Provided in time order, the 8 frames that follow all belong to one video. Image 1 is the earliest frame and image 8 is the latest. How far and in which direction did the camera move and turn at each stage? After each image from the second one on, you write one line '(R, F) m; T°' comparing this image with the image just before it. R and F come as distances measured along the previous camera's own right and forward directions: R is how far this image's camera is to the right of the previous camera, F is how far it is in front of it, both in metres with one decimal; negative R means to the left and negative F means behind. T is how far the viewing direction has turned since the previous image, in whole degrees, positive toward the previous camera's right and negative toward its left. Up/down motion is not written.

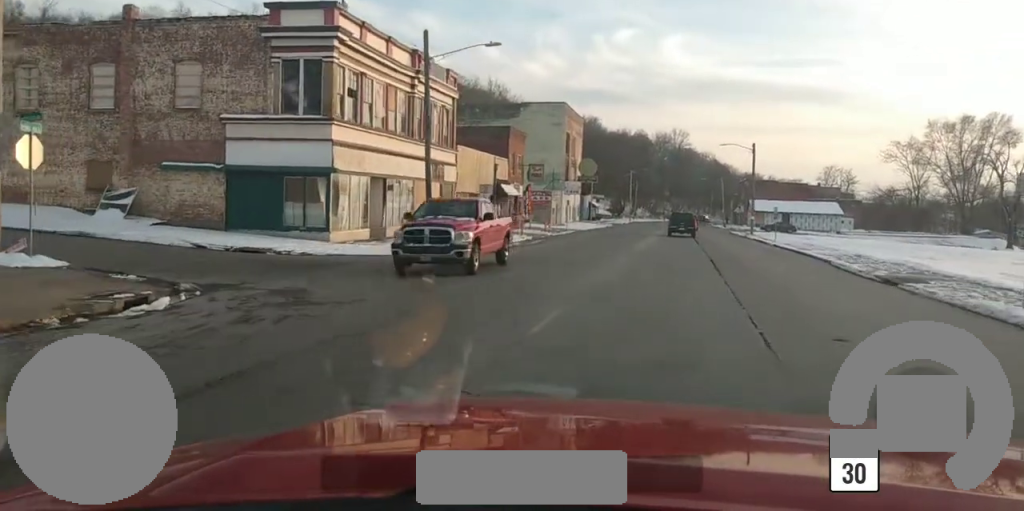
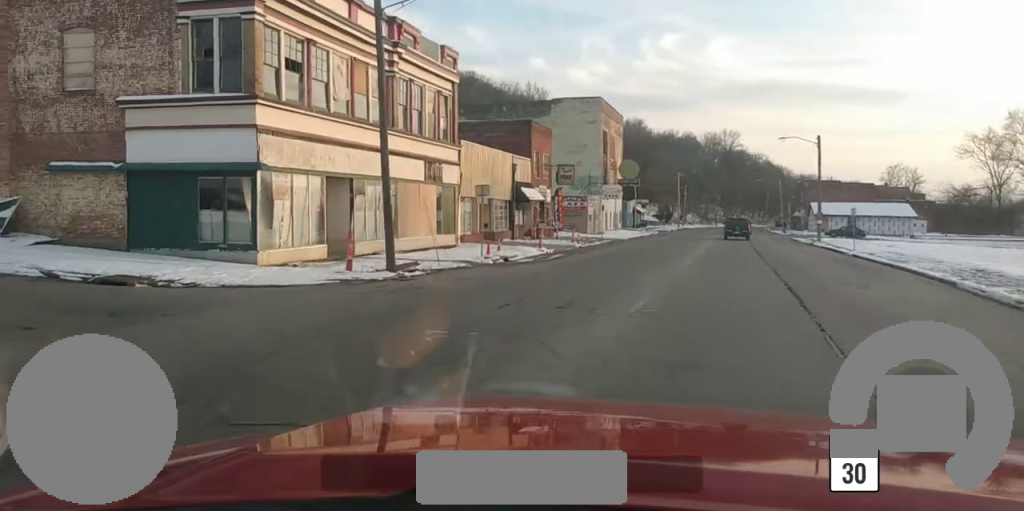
(-1.1, +7.5) m; -14°
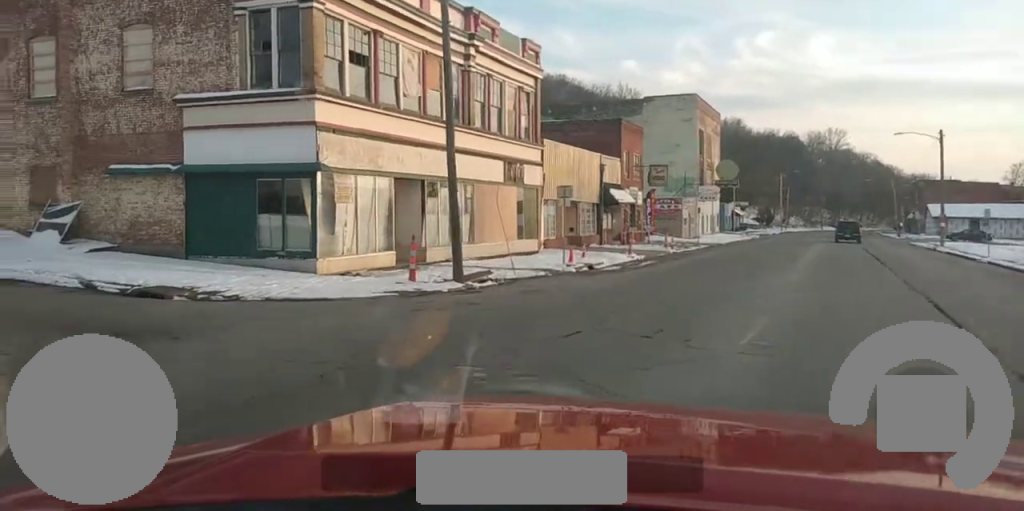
(-0.1, +2.7) m; -10°
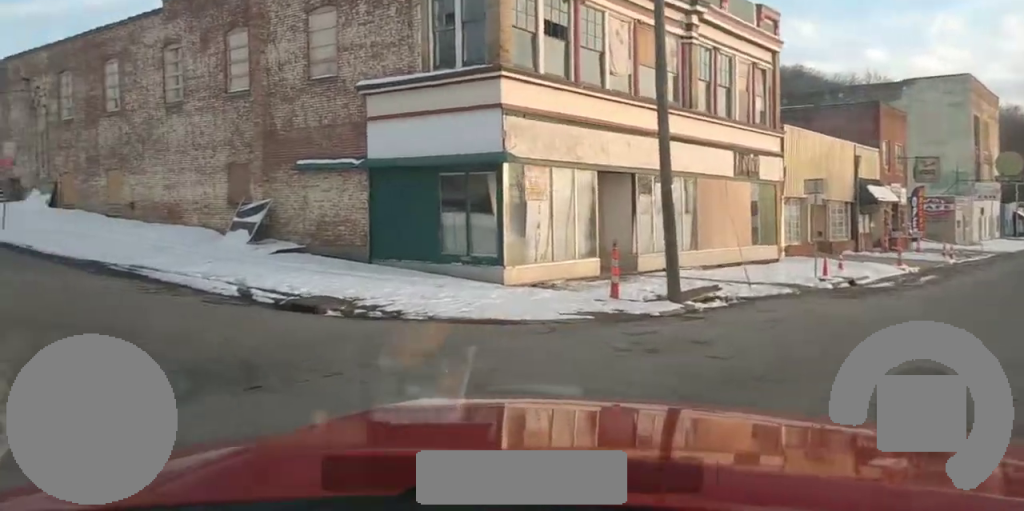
(-0.1, +4.0) m; -17°
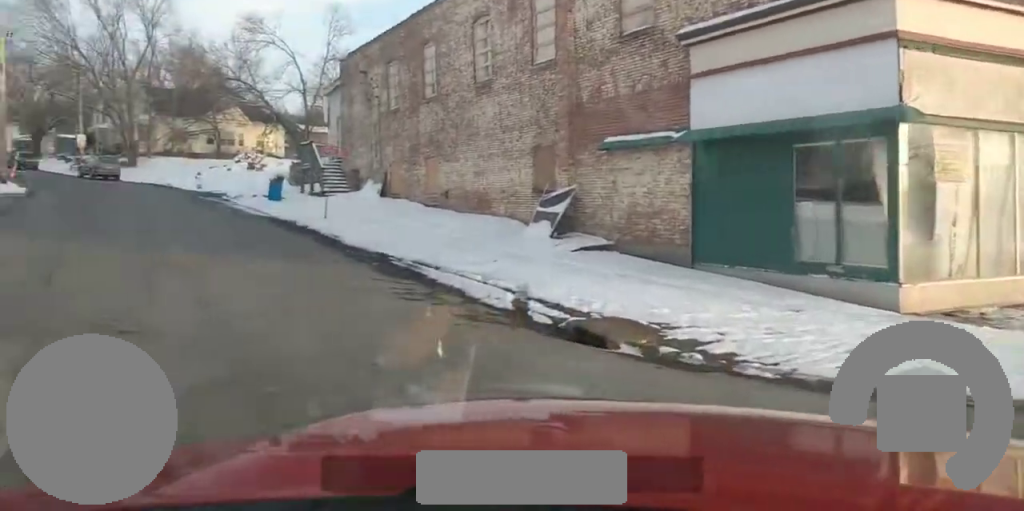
(-1.3, +4.8) m; -24°
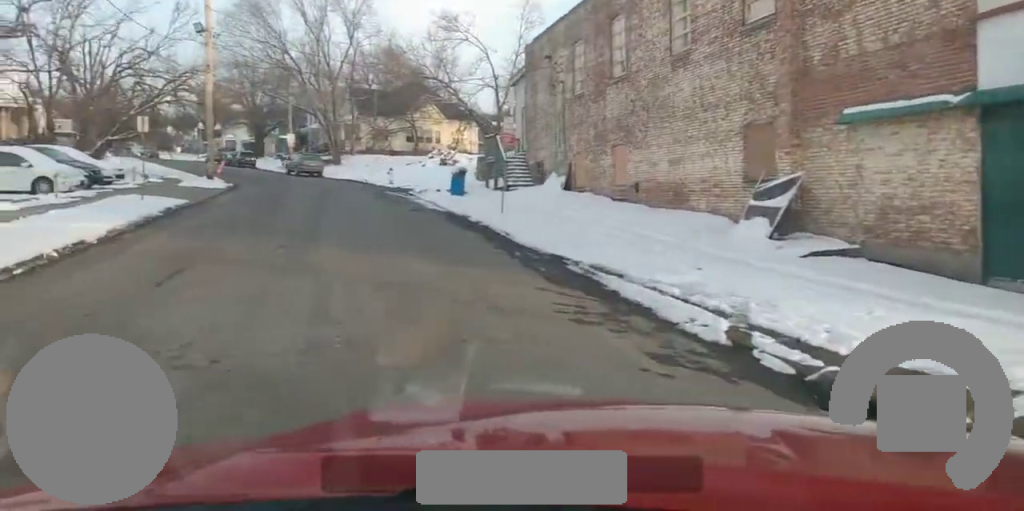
(-0.5, +3.3) m; -10°
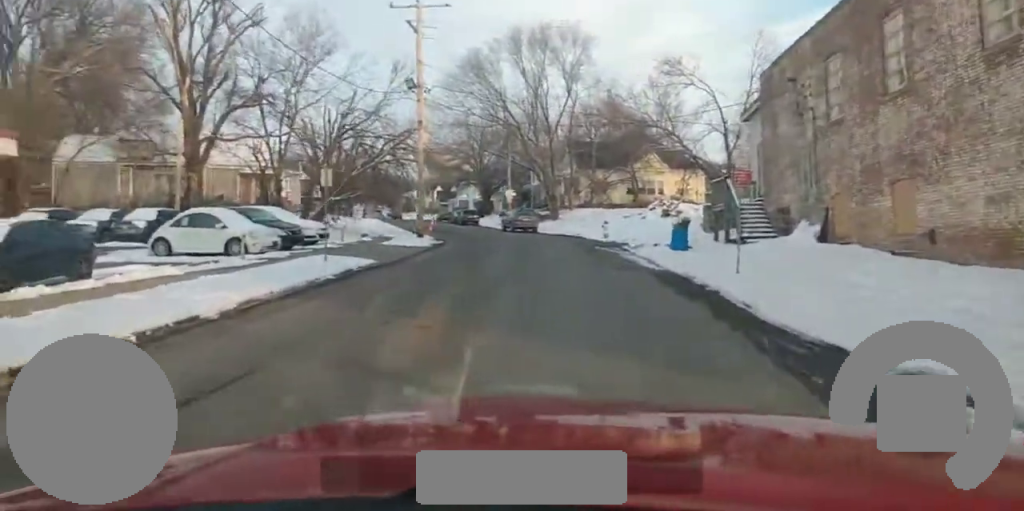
(-0.6, +5.2) m; -11°
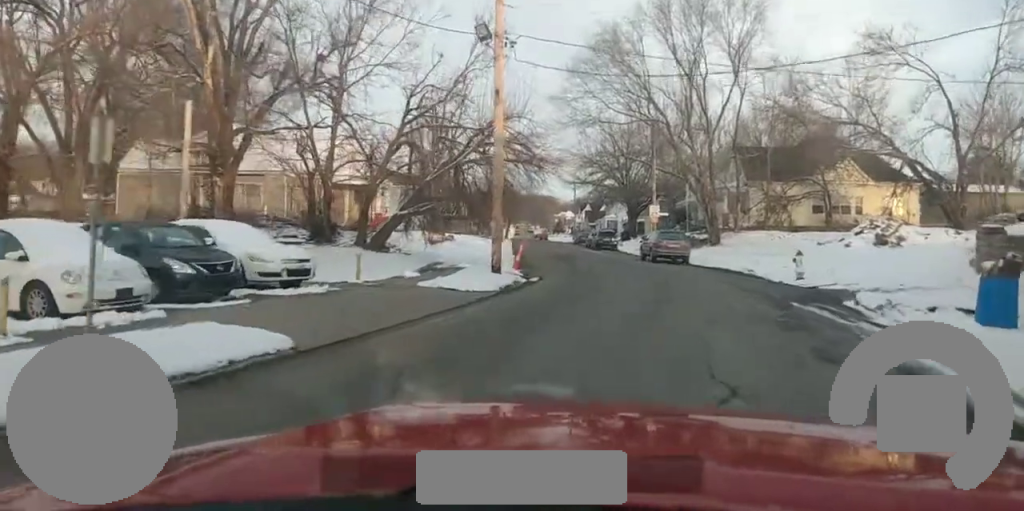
(-1.6, +17.2) m; -5°
